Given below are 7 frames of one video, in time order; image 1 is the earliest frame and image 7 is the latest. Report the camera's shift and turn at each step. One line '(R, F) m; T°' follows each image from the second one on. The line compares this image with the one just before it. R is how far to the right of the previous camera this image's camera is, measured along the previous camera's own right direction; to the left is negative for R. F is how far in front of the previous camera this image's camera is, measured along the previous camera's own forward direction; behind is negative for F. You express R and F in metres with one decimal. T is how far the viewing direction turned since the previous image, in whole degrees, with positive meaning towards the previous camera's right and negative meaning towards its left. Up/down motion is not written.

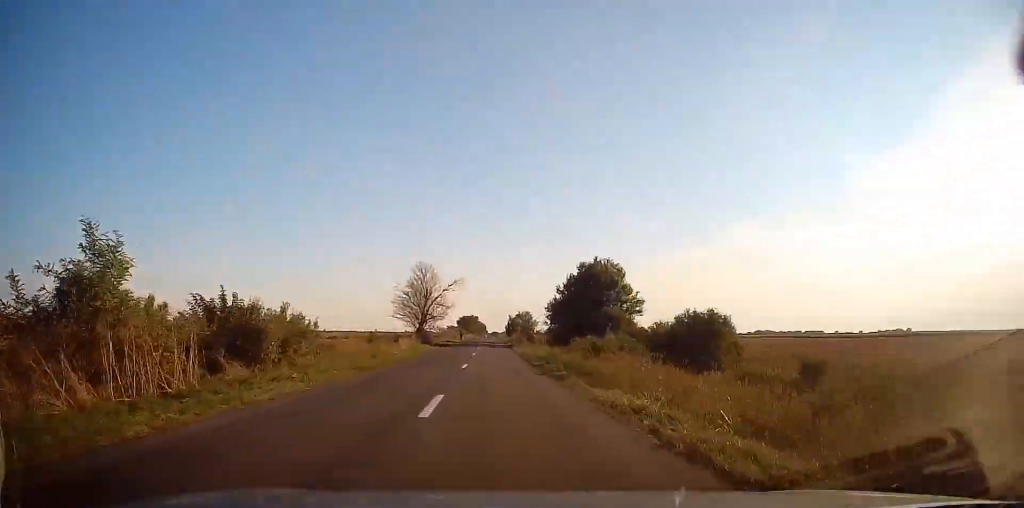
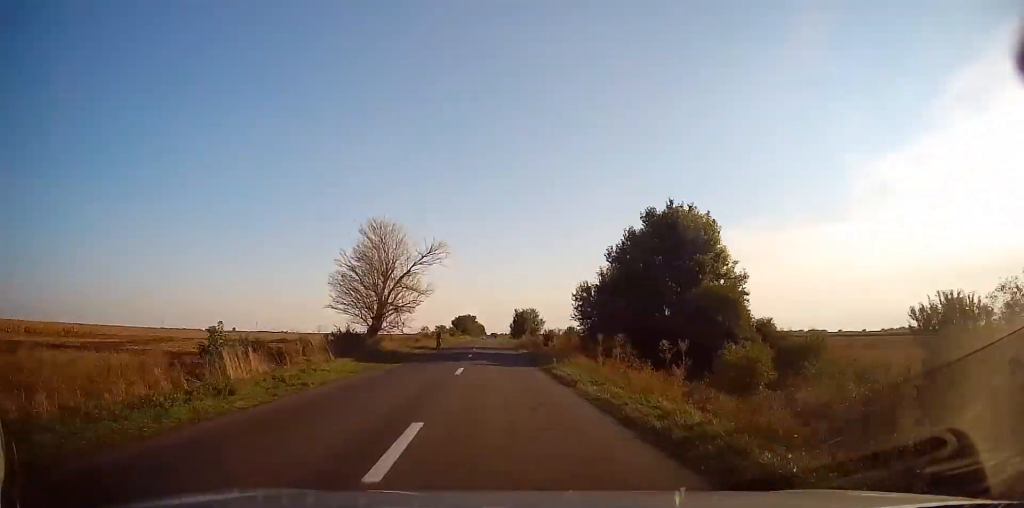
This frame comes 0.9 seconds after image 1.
(0.0, +28.0) m; 0°
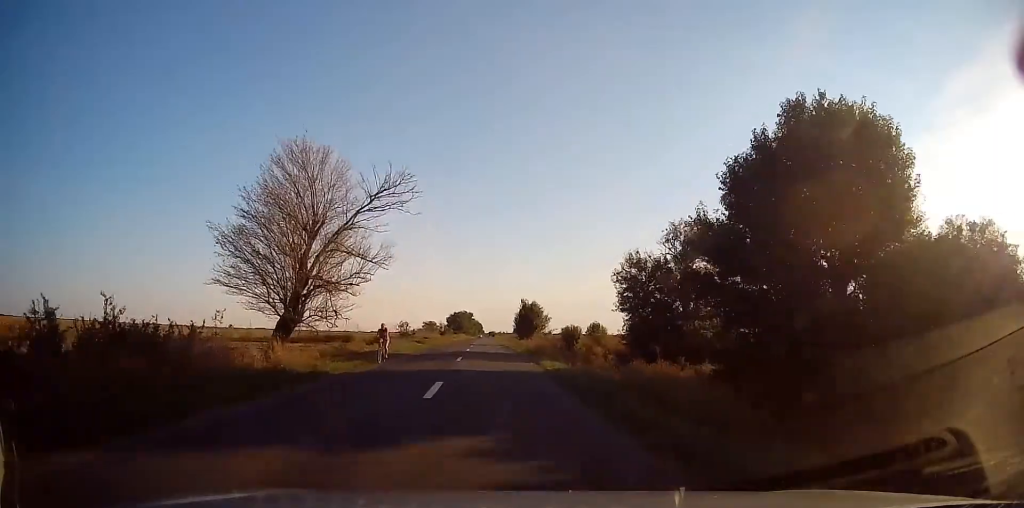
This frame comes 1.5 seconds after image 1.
(0.0, +18.6) m; 0°
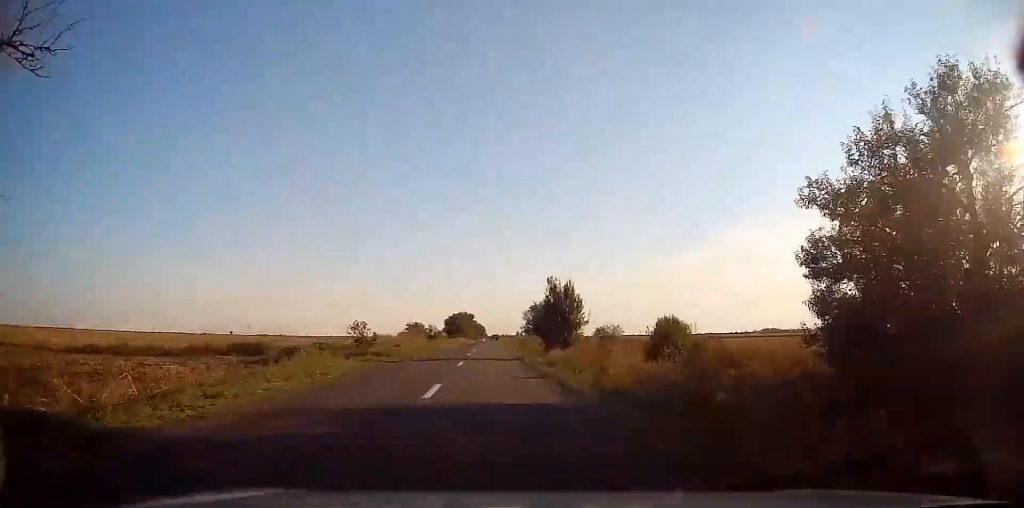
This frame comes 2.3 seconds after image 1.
(0.0, +23.3) m; 0°
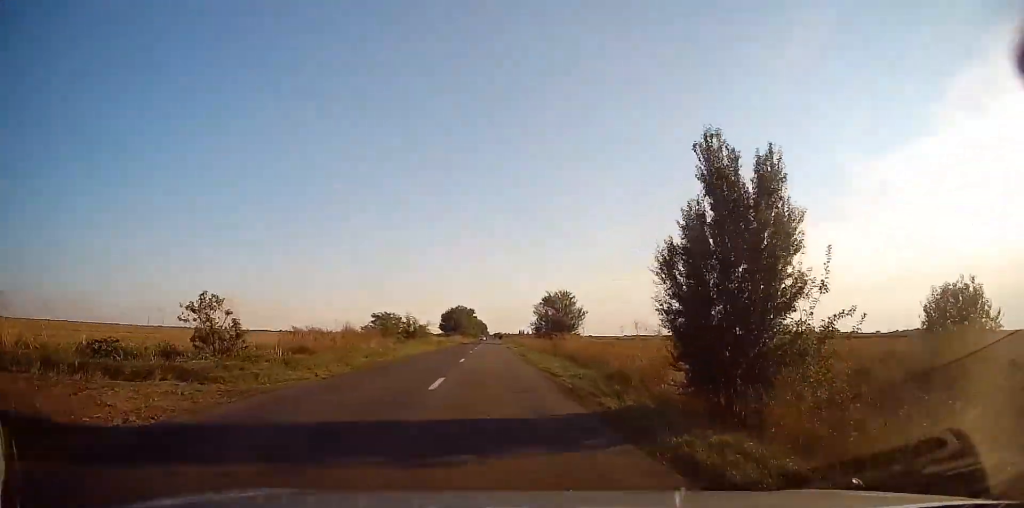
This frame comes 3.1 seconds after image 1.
(+0.1, +23.5) m; 0°
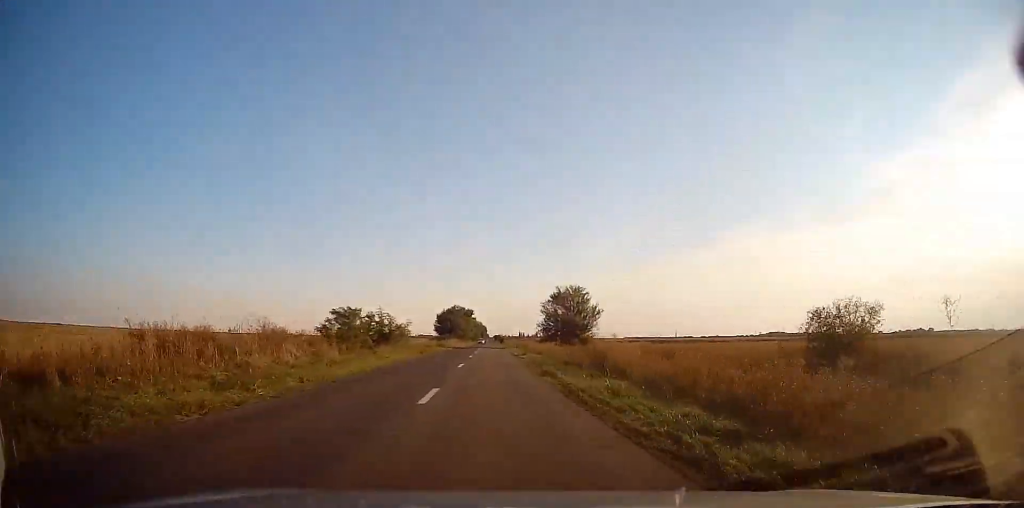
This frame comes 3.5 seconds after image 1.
(0.0, +13.7) m; 0°
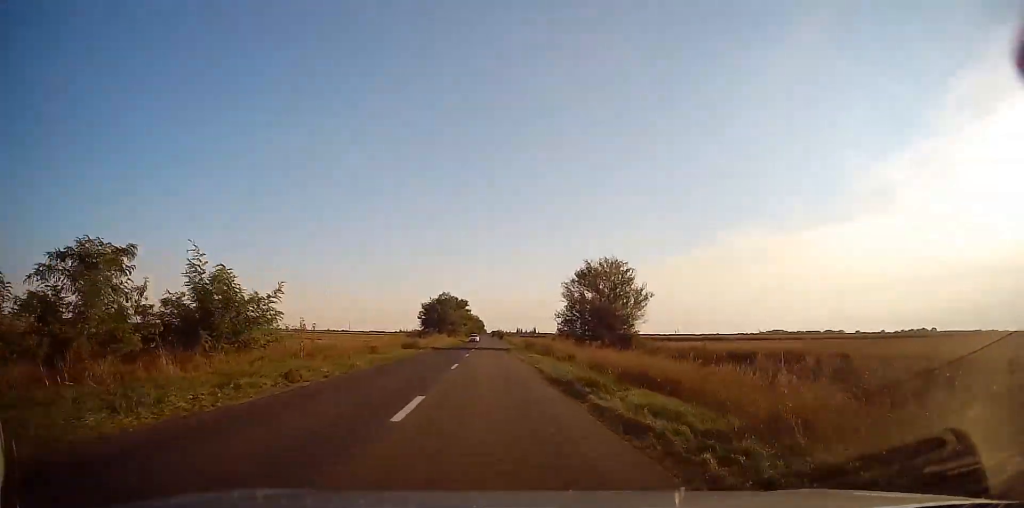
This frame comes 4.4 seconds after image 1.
(-0.2, +26.3) m; 0°
